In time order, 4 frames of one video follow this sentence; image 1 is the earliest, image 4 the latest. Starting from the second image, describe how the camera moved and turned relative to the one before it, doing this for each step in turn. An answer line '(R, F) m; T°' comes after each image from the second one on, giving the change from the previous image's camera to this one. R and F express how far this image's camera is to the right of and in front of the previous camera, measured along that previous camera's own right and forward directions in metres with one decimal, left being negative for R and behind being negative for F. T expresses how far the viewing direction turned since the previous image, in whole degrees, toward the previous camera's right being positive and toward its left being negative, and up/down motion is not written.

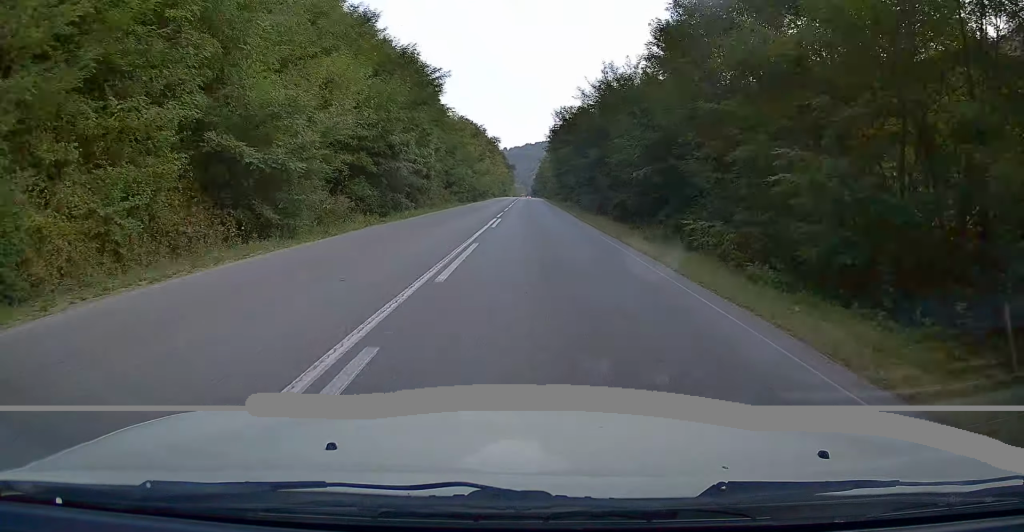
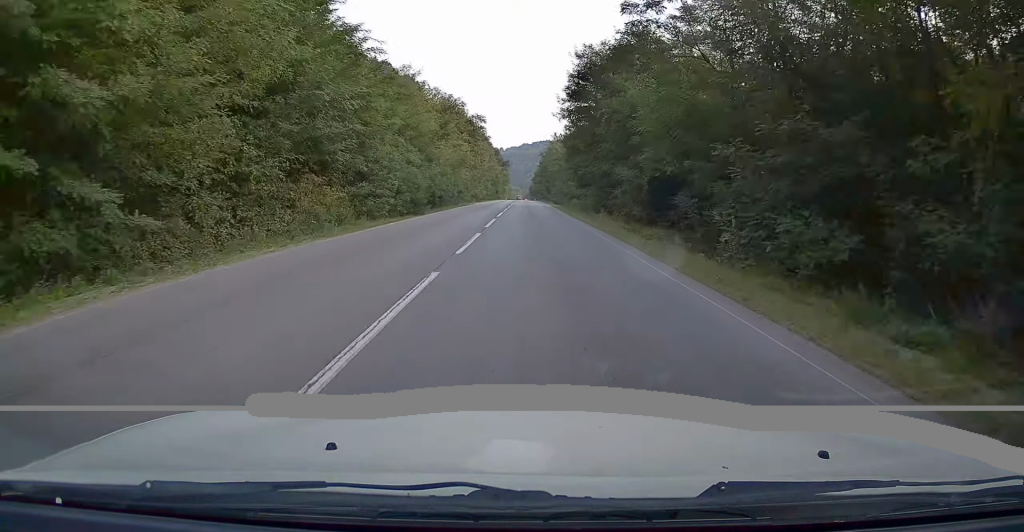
(+0.1, +34.8) m; 0°
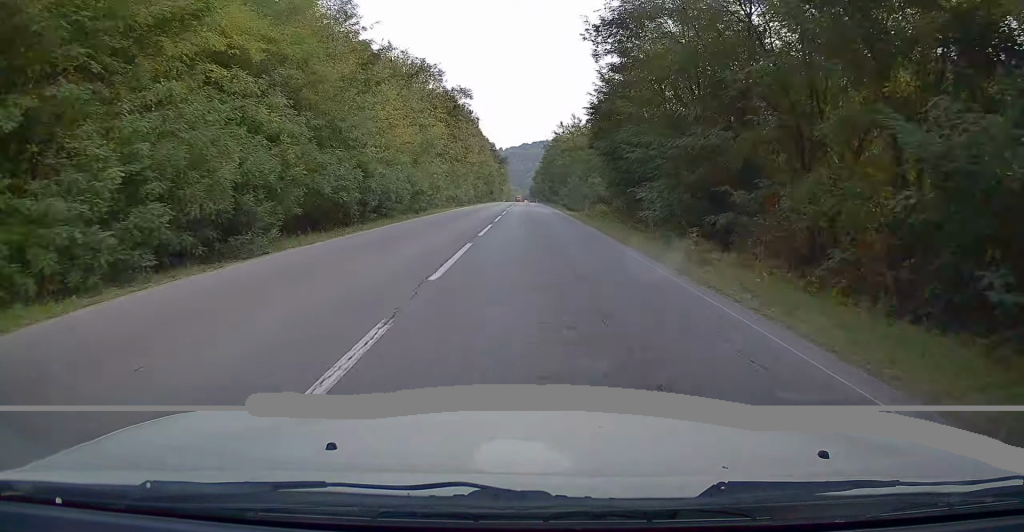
(0.0, +21.6) m; 0°
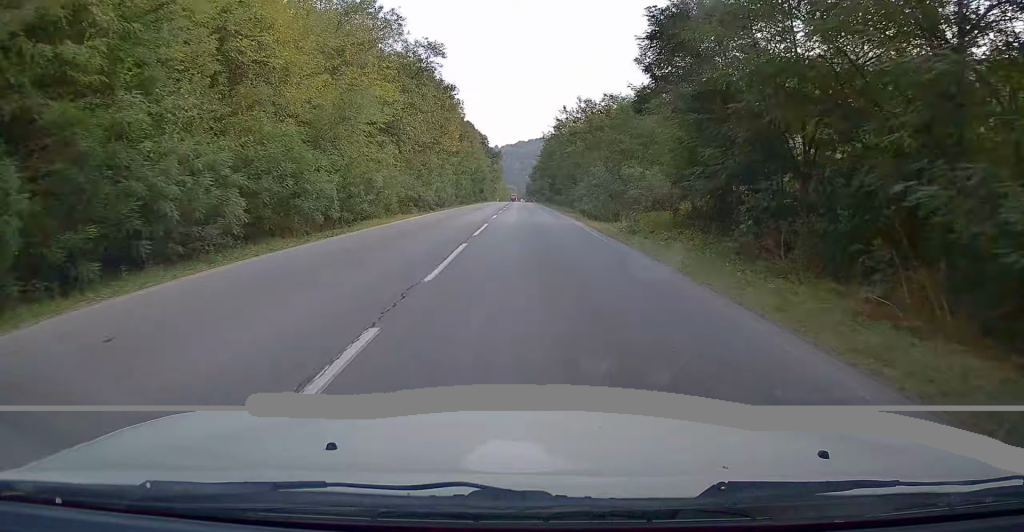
(0.0, +17.9) m; 0°
